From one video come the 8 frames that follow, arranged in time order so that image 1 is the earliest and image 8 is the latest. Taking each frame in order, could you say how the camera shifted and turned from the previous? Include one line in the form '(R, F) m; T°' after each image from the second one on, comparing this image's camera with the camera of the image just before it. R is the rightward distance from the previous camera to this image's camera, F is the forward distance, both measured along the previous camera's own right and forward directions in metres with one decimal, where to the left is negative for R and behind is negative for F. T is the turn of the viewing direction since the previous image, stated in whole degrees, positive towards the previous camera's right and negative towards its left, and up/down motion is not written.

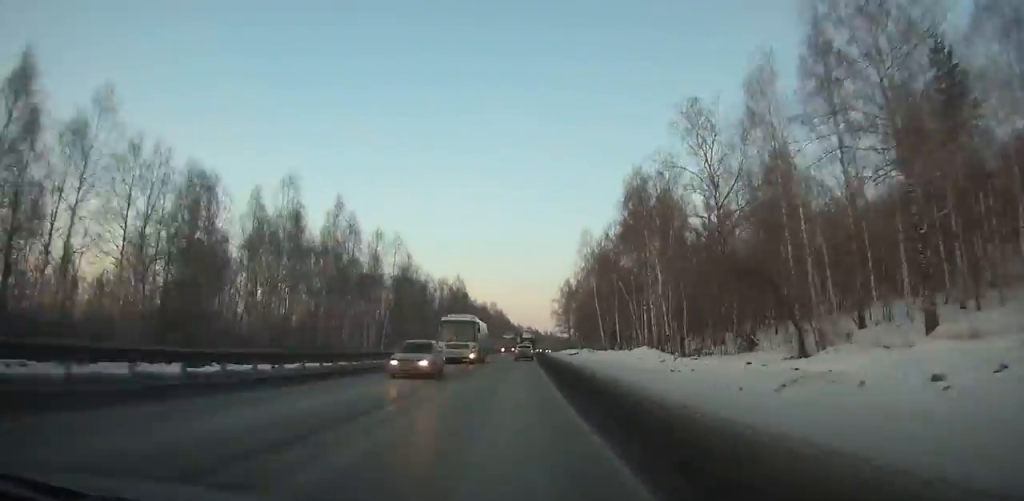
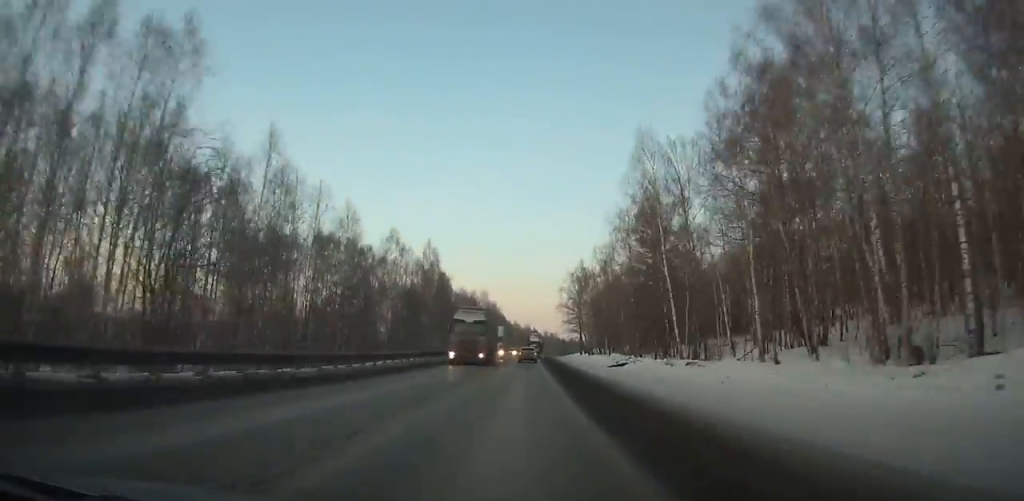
(+0.3, +44.3) m; +1°
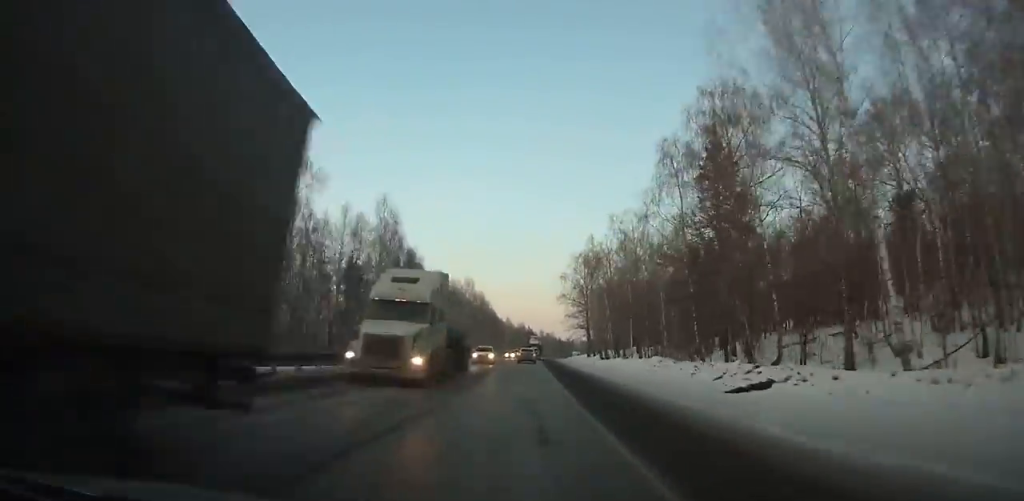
(0.0, +30.7) m; +1°
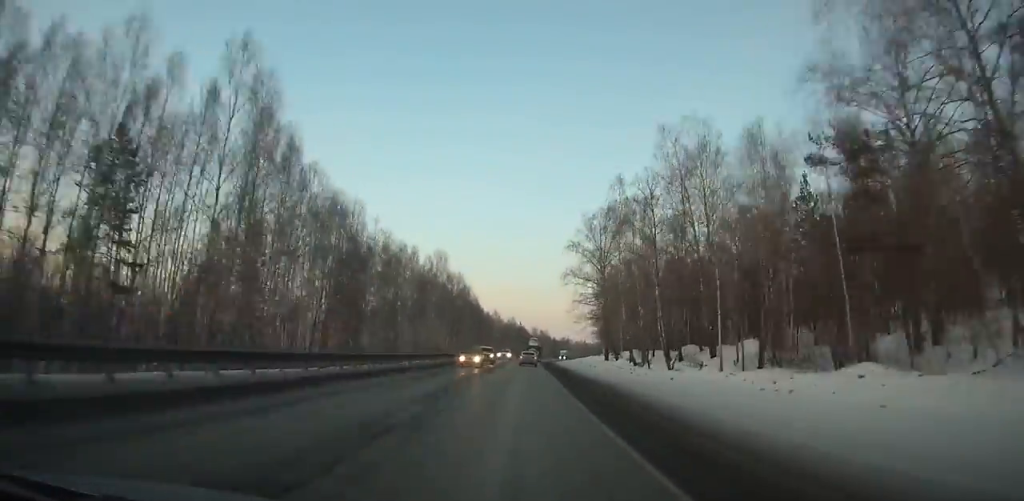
(+0.4, +39.1) m; +1°
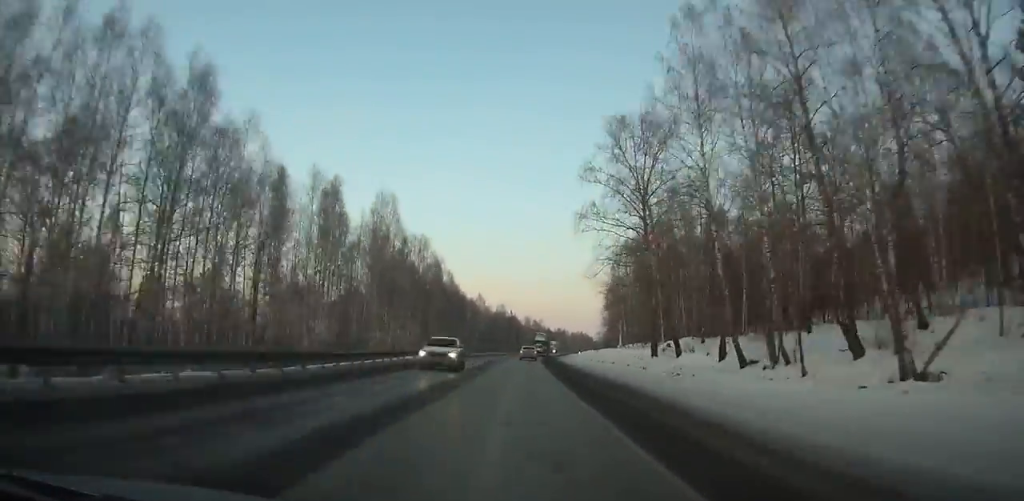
(+0.1, +36.4) m; +1°
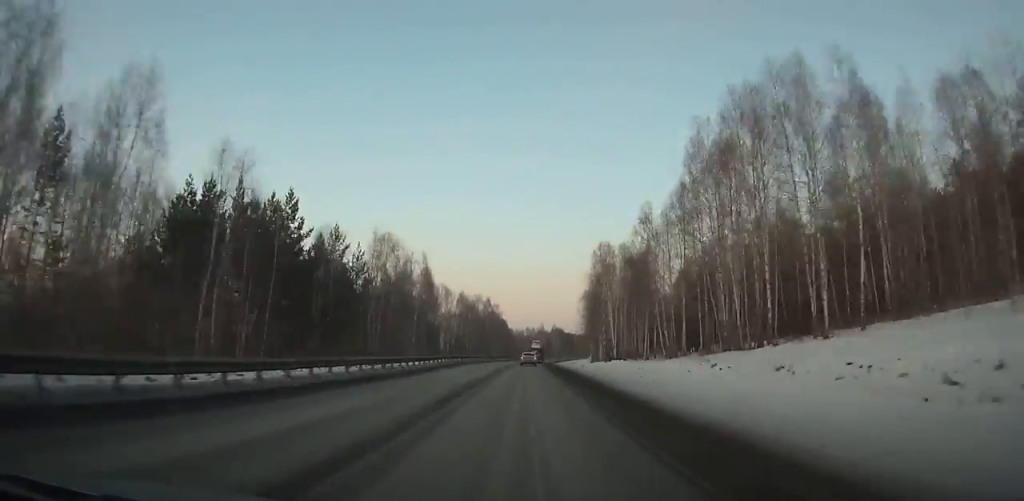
(+24.4, +257.3) m; +10°
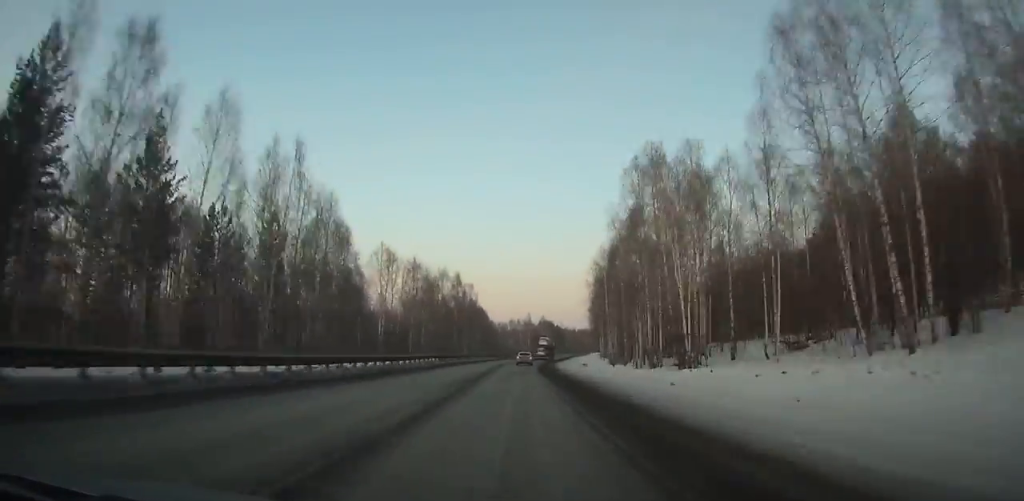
(+0.6, +41.7) m; +2°
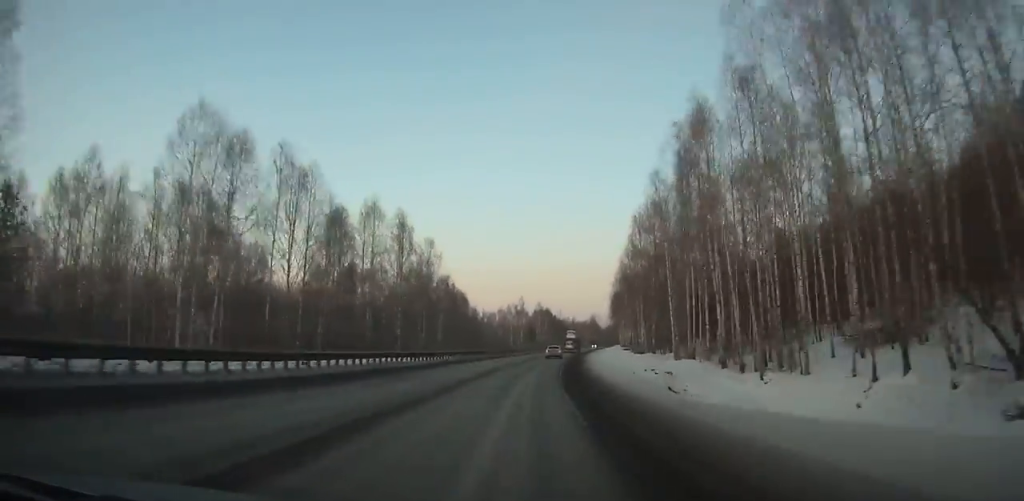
(+0.8, +48.5) m; +3°
